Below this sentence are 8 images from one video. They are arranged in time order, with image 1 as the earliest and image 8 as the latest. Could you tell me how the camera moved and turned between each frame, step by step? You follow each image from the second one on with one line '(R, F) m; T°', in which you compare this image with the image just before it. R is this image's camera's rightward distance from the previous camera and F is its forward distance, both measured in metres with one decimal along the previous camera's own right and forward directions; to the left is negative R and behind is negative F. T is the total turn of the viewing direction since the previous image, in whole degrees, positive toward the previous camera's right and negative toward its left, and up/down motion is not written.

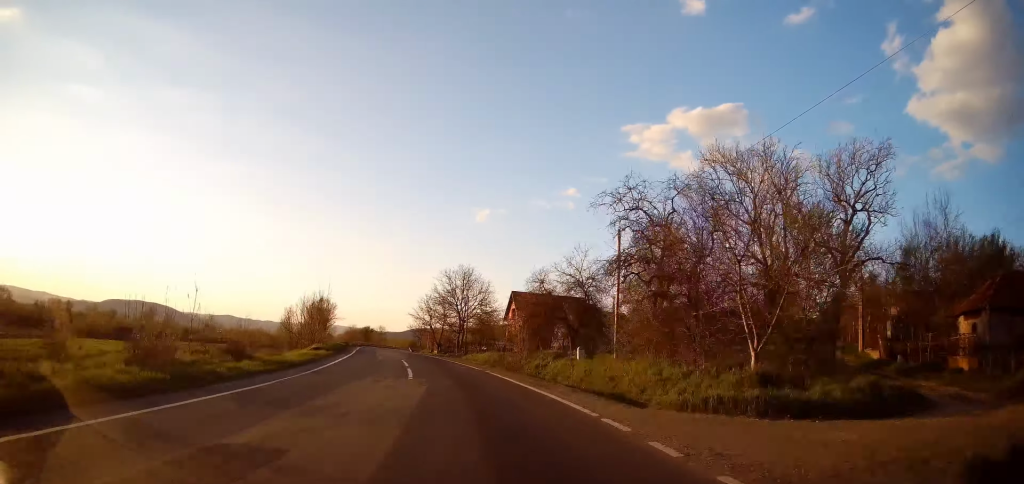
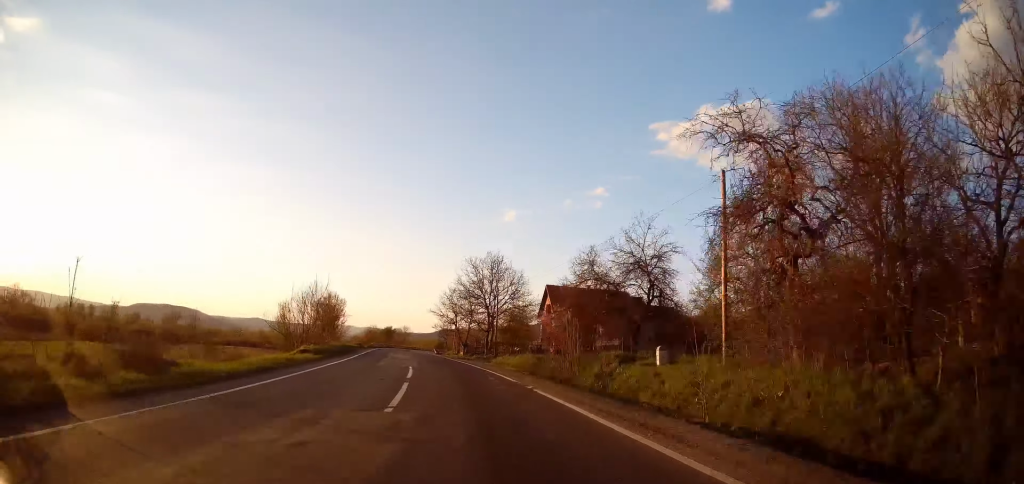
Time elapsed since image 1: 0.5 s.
(-0.5, +9.1) m; -3°
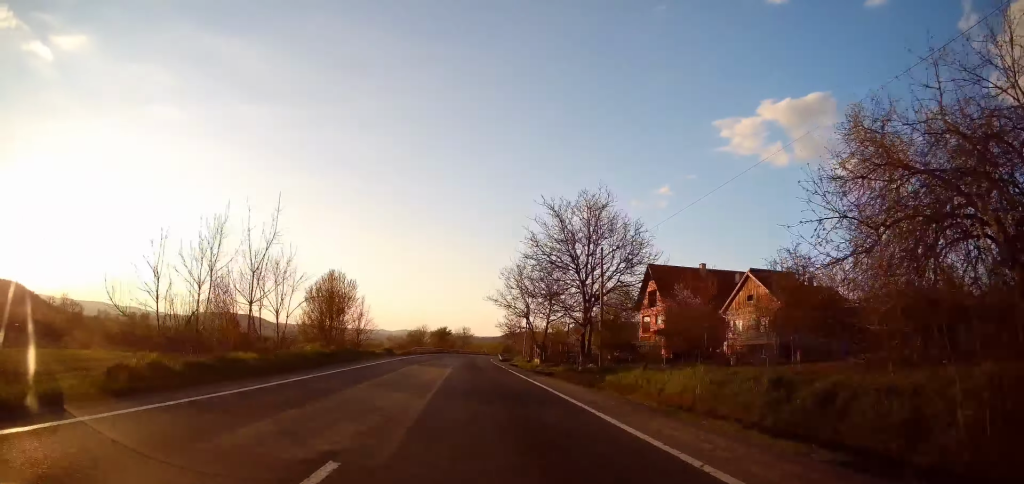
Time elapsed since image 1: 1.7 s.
(-1.5, +21.3) m; -8°
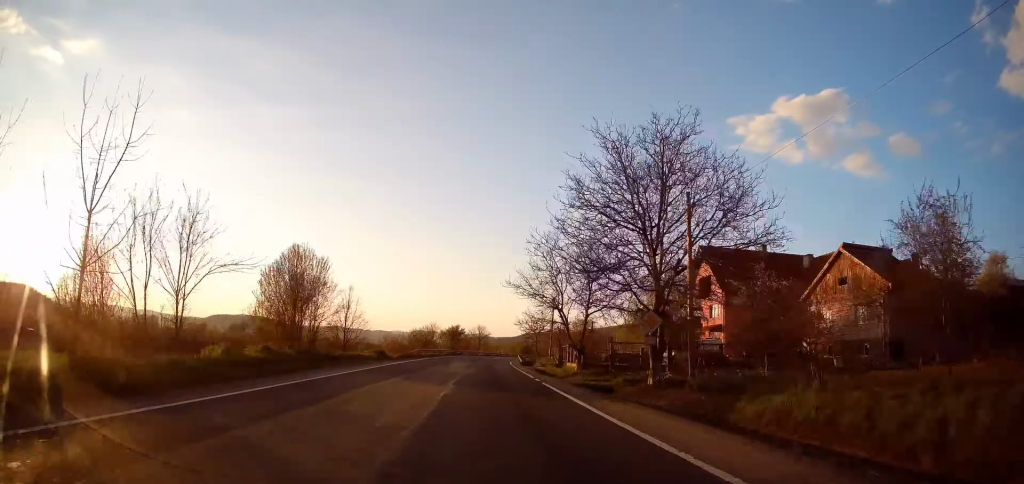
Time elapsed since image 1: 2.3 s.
(-0.2, +10.4) m; -3°
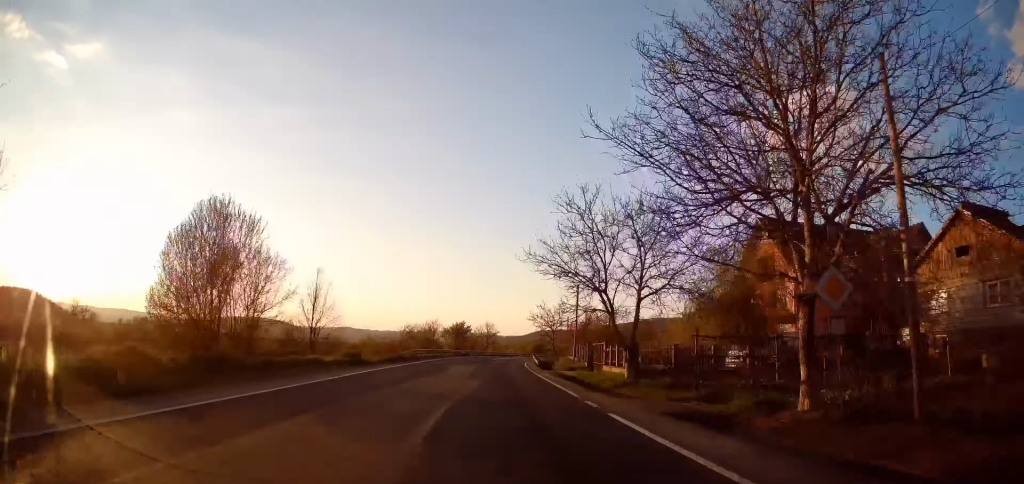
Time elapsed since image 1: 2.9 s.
(-0.5, +9.7) m; -1°
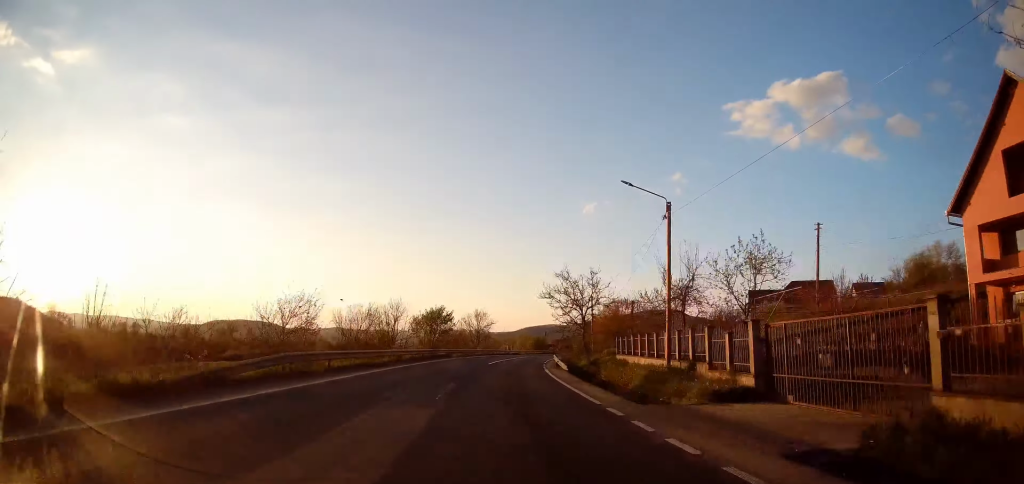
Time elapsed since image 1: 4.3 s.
(+0.1, +24.2) m; 0°
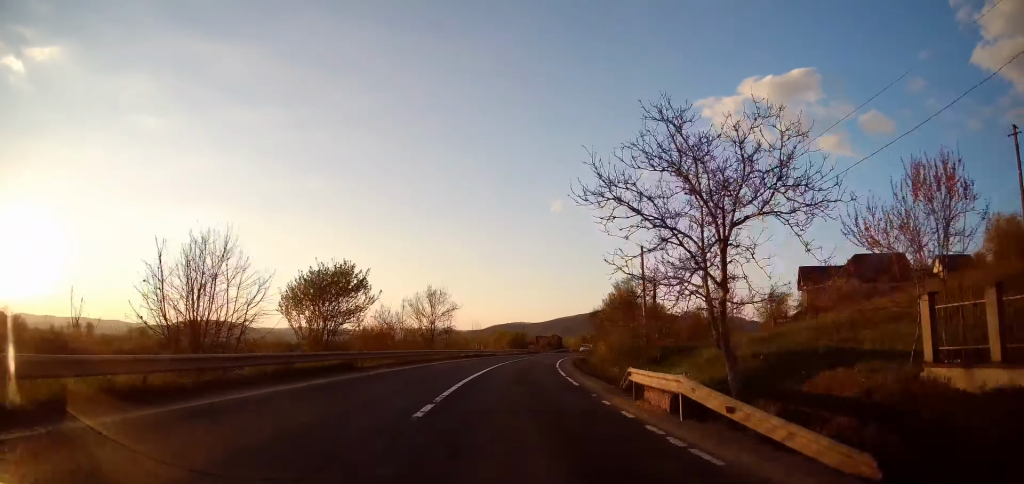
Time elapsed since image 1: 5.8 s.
(-0.1, +27.1) m; +1°
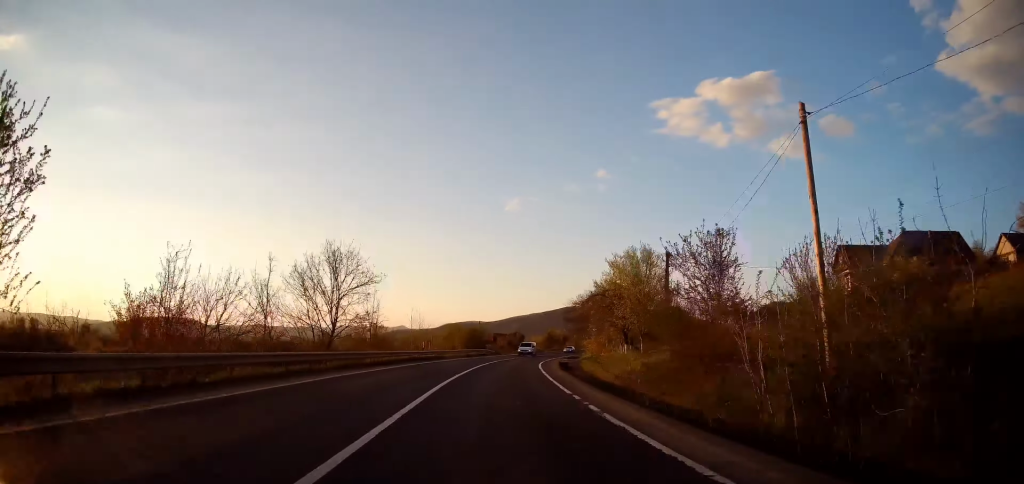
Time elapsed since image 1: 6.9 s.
(+0.1, +18.9) m; +3°
